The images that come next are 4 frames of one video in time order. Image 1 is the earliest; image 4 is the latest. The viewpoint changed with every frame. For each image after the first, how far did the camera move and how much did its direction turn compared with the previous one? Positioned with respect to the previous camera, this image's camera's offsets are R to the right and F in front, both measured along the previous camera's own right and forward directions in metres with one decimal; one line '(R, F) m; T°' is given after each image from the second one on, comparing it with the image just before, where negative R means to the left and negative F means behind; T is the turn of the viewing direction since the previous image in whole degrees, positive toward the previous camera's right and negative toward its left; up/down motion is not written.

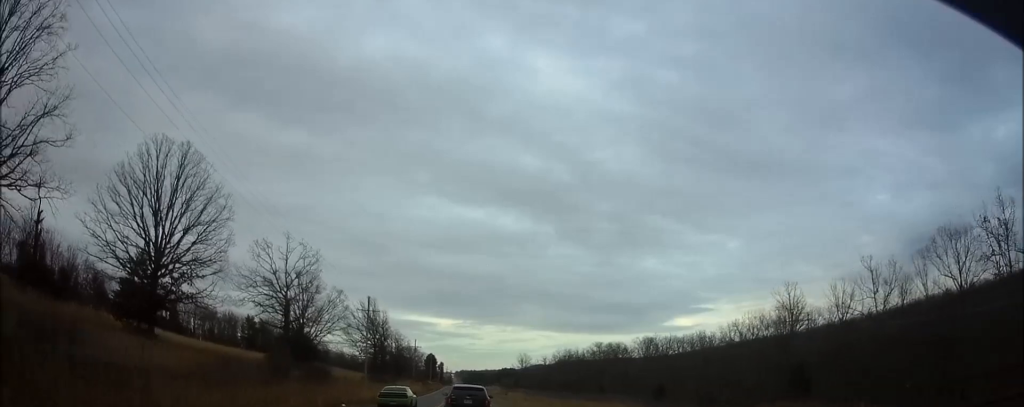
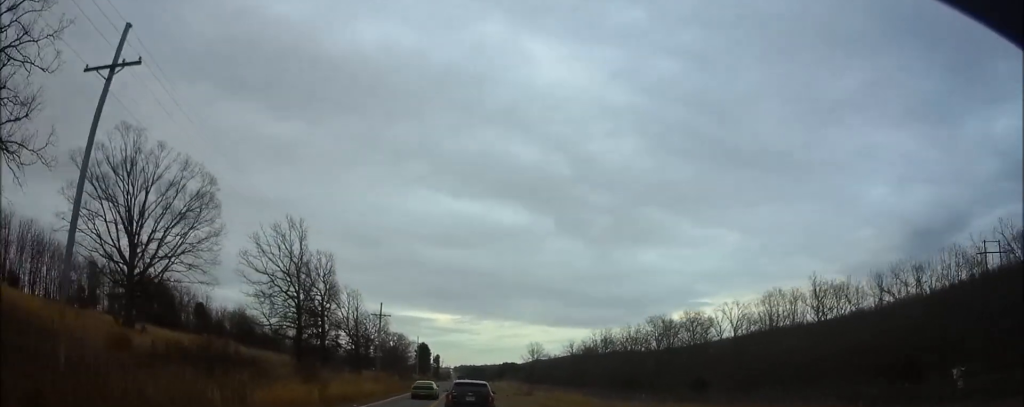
(-0.1, +63.2) m; 0°
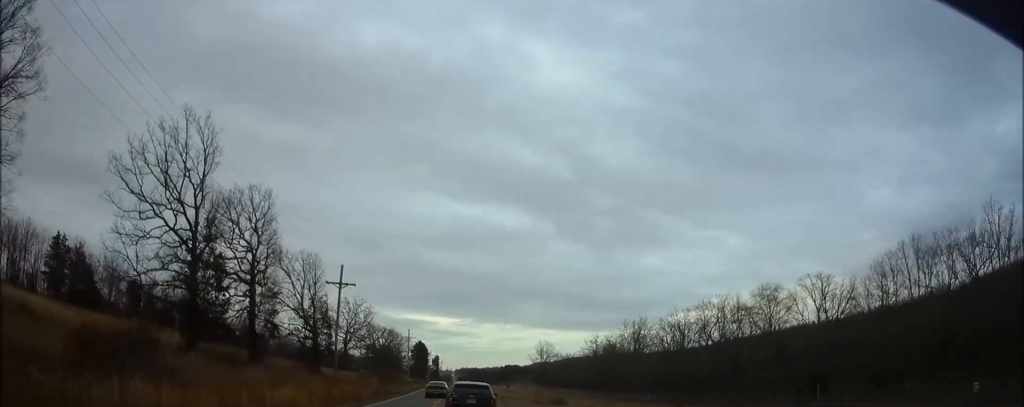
(0.0, +31.1) m; 0°
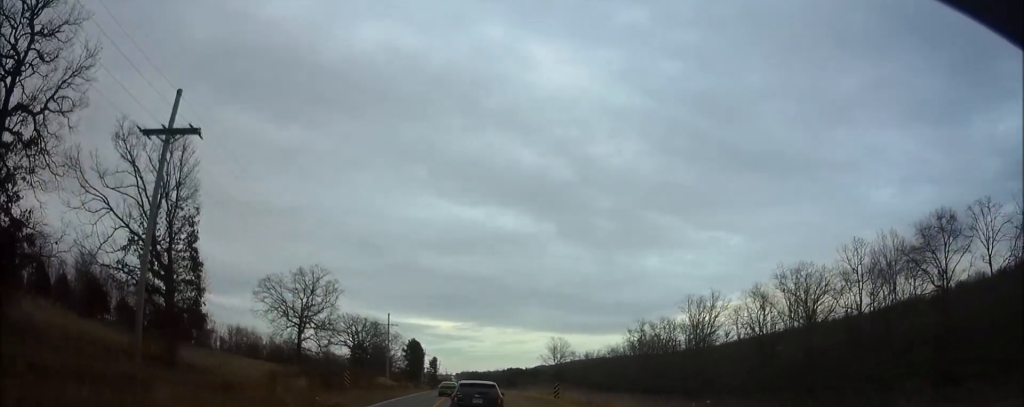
(0.0, +38.7) m; 0°
